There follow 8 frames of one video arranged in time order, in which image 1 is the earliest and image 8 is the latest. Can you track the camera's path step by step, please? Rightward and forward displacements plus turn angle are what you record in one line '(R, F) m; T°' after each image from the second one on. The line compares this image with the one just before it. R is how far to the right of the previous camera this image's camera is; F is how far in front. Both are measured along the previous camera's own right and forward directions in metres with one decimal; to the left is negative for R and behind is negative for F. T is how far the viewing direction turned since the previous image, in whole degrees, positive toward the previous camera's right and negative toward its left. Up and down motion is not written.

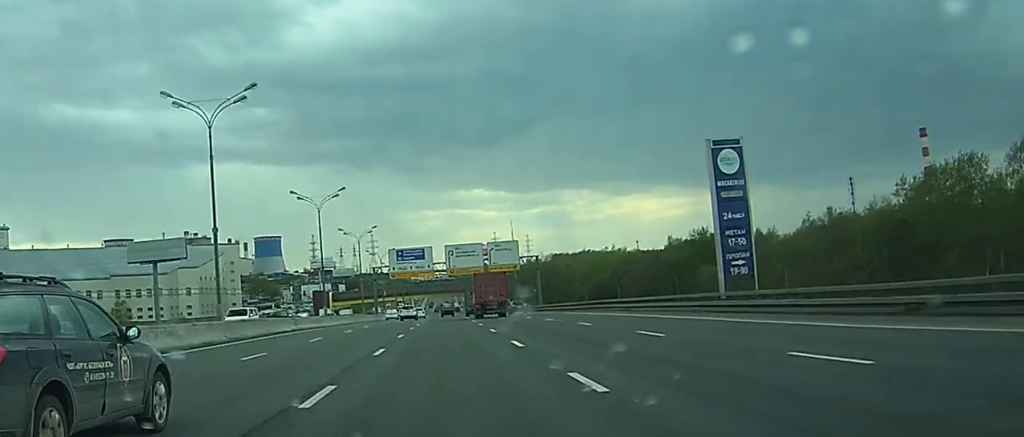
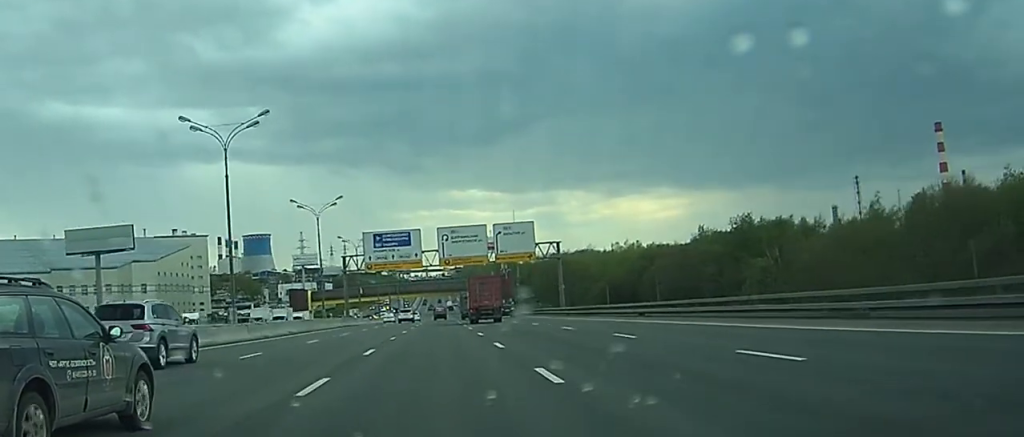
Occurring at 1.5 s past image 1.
(+0.4, +33.0) m; +1°
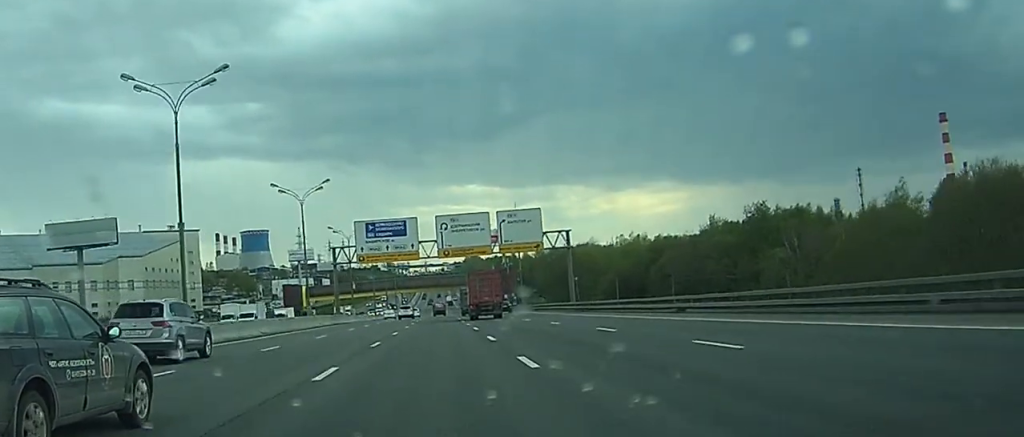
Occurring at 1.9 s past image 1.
(+0.1, +9.0) m; 0°
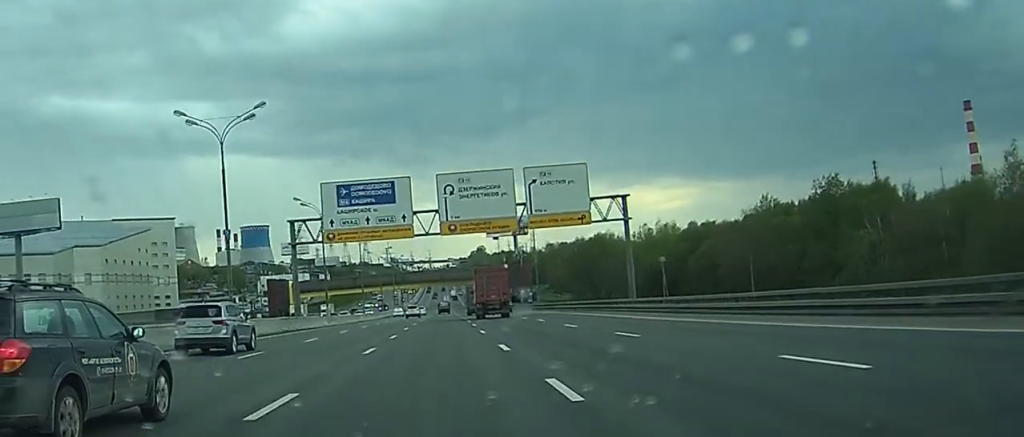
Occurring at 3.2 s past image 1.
(-0.1, +29.5) m; 0°
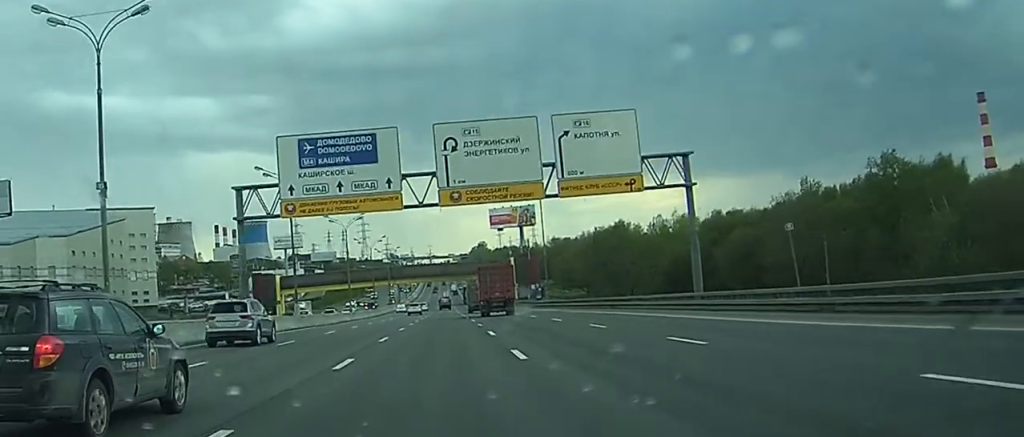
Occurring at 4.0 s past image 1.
(+0.1, +18.2) m; 0°
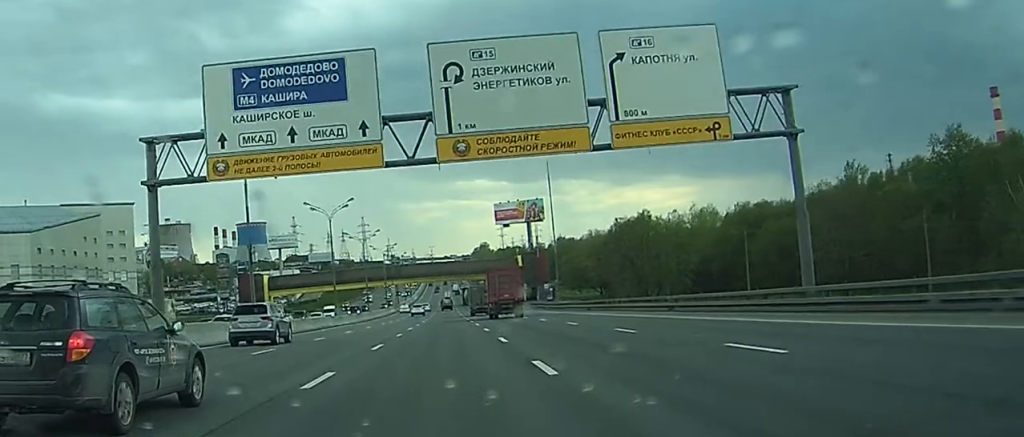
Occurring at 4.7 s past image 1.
(0.0, +16.0) m; 0°
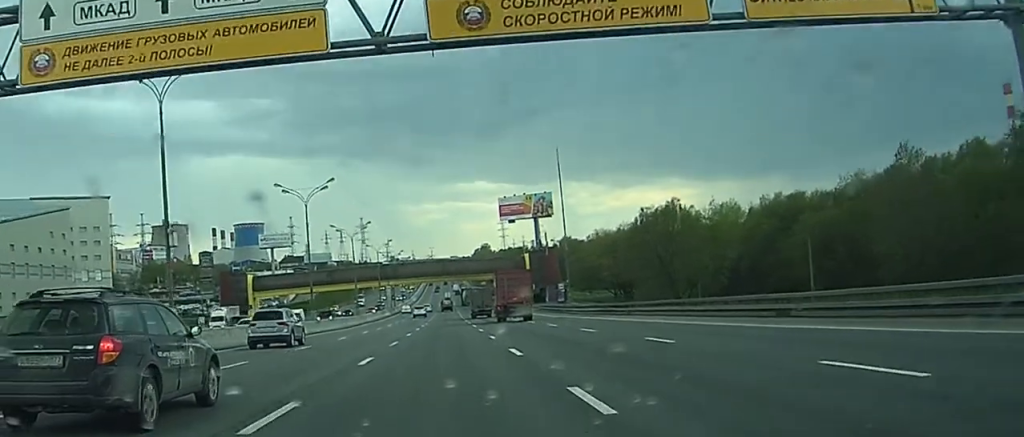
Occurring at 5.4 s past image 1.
(0.0, +16.1) m; 0°
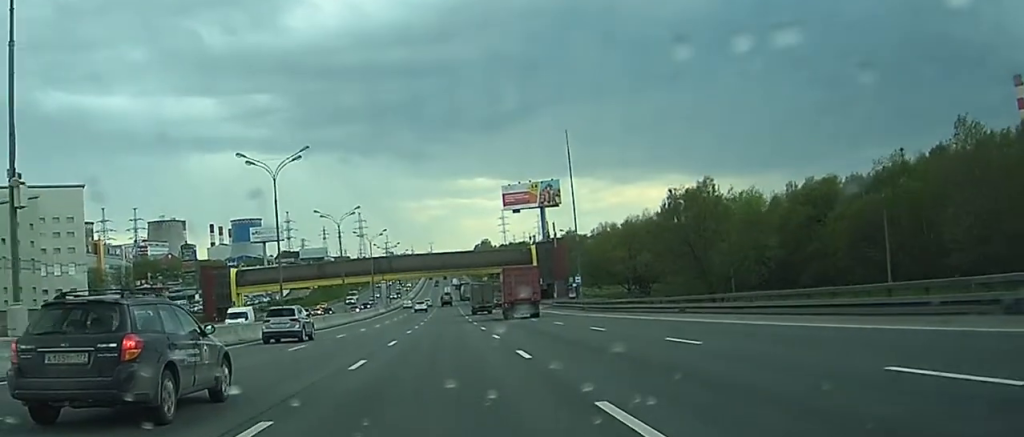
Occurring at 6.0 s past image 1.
(-0.1, +13.8) m; 0°
